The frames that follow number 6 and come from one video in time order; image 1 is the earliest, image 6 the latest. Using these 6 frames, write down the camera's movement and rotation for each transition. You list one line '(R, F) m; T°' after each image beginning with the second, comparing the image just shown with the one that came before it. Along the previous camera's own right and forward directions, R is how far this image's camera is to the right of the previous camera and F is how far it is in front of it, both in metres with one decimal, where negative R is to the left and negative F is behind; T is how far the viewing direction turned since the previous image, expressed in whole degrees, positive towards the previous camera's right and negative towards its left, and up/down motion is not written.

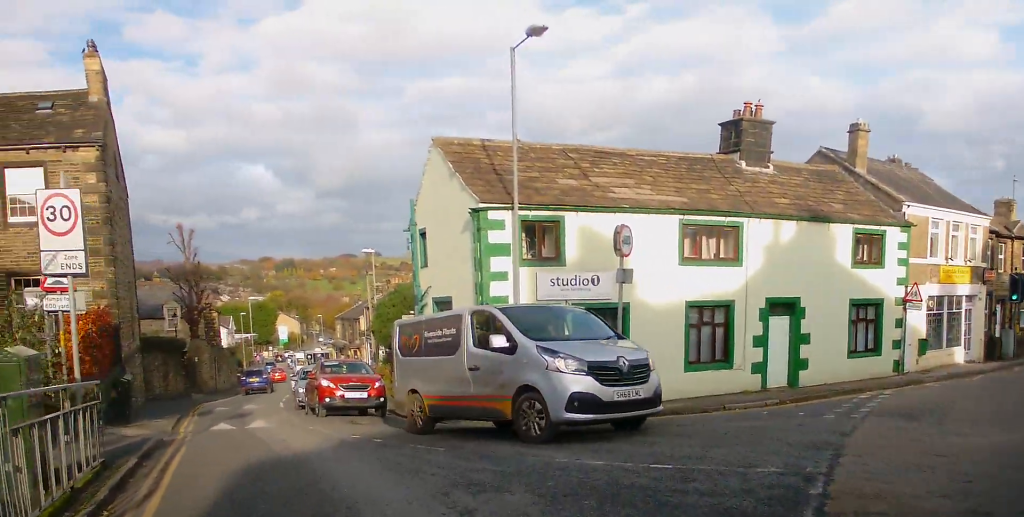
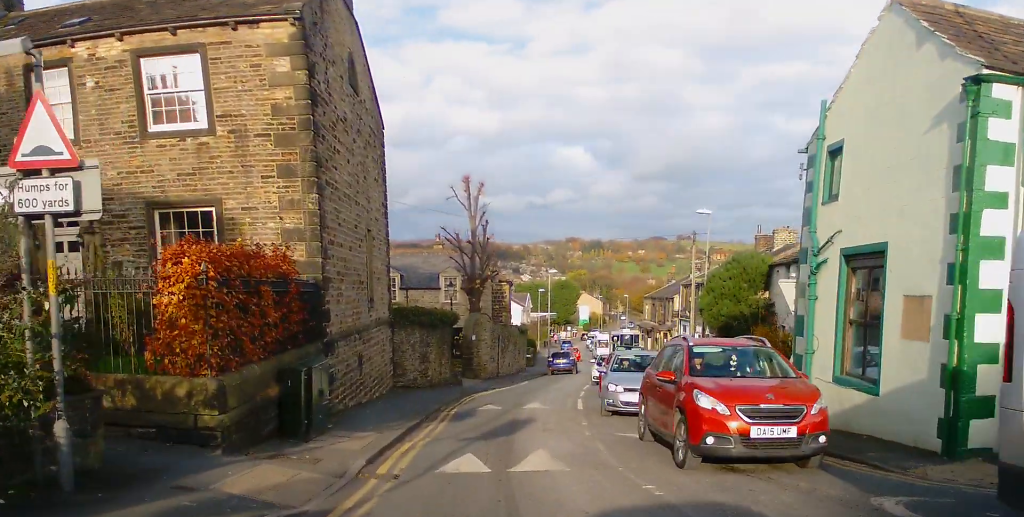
(-1.1, +6.7) m; -16°
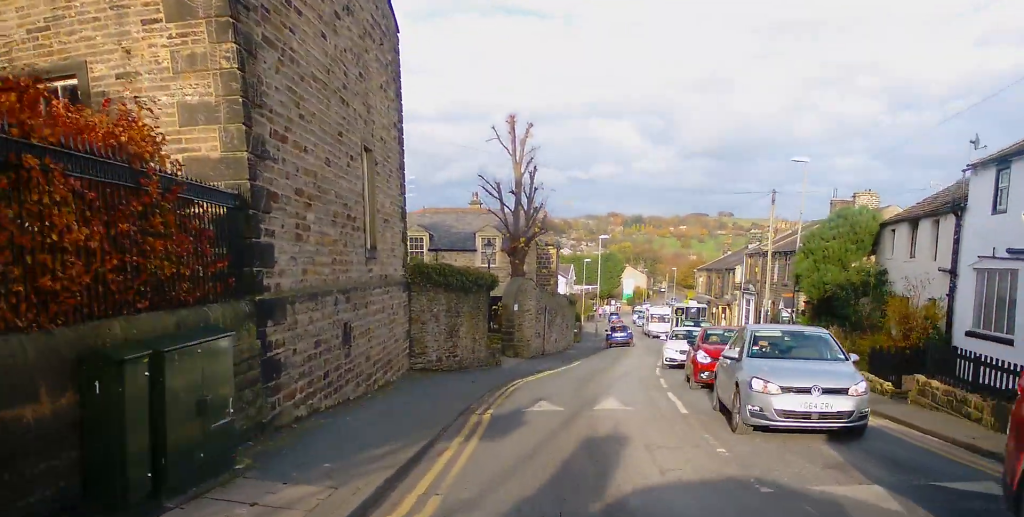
(-0.6, +5.7) m; -9°
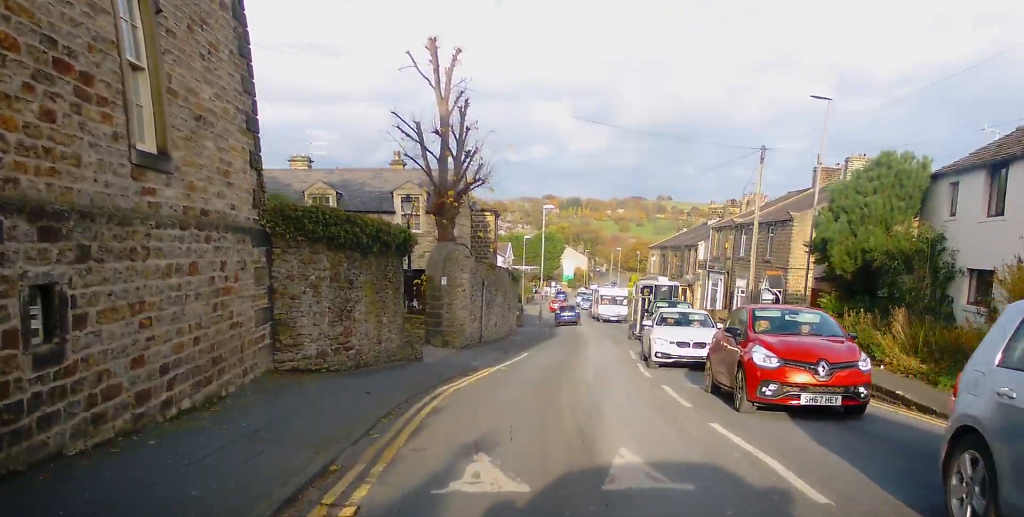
(-0.4, +7.1) m; -3°
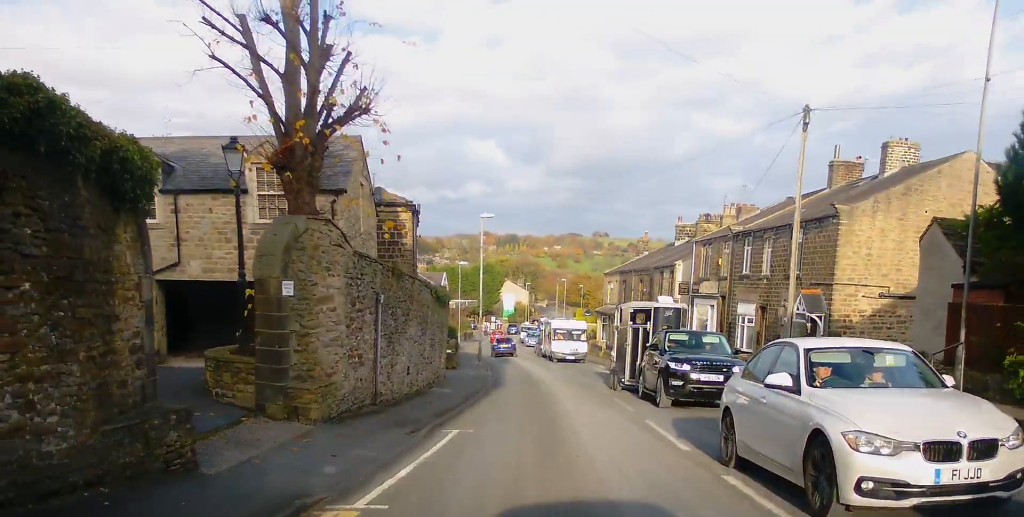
(+0.3, +12.0) m; +5°
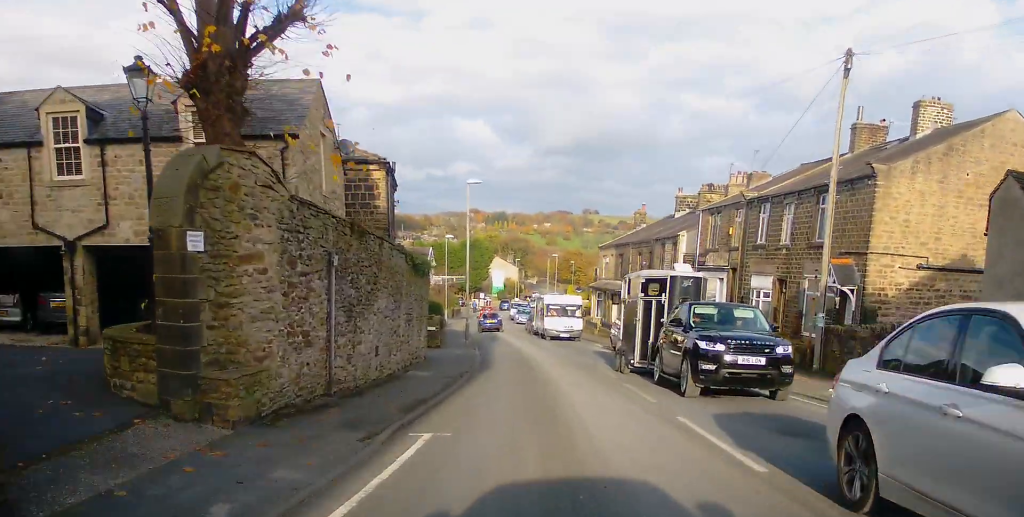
(+0.2, +3.4) m; +1°
